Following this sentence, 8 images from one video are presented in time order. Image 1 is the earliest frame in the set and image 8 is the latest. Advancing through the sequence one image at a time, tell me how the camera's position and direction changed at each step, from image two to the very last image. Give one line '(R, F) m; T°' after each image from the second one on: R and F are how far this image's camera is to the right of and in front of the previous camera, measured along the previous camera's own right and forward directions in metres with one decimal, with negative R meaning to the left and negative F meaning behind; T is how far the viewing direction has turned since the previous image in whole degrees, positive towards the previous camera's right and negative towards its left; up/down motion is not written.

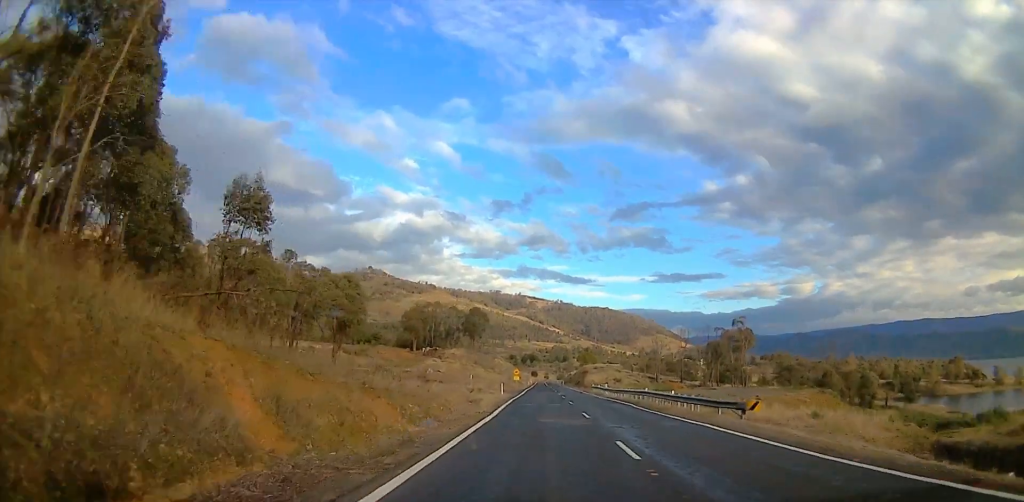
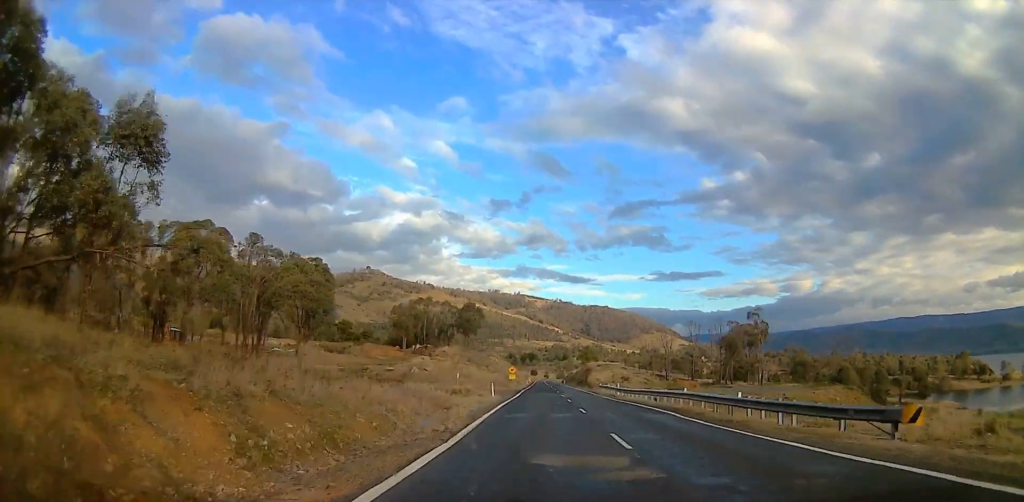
(0.0, +11.1) m; 0°
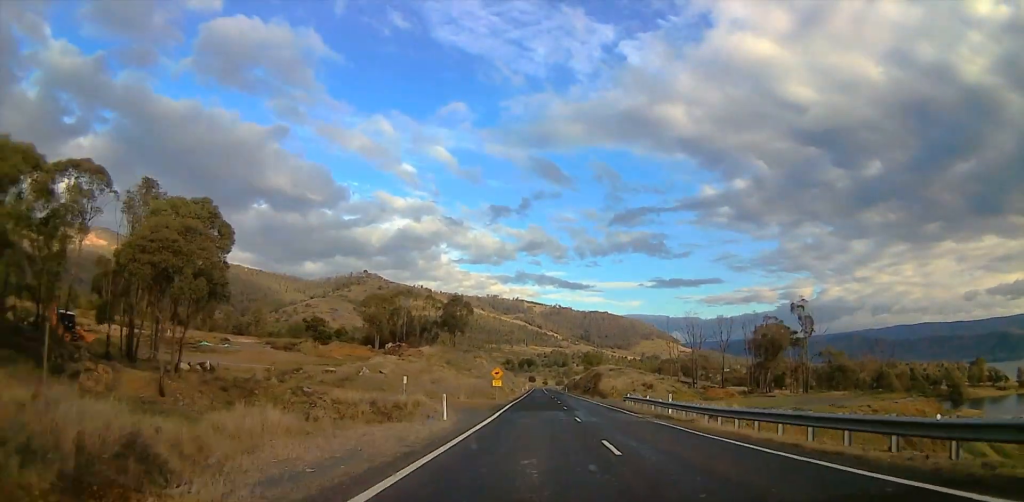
(0.0, +23.1) m; 0°
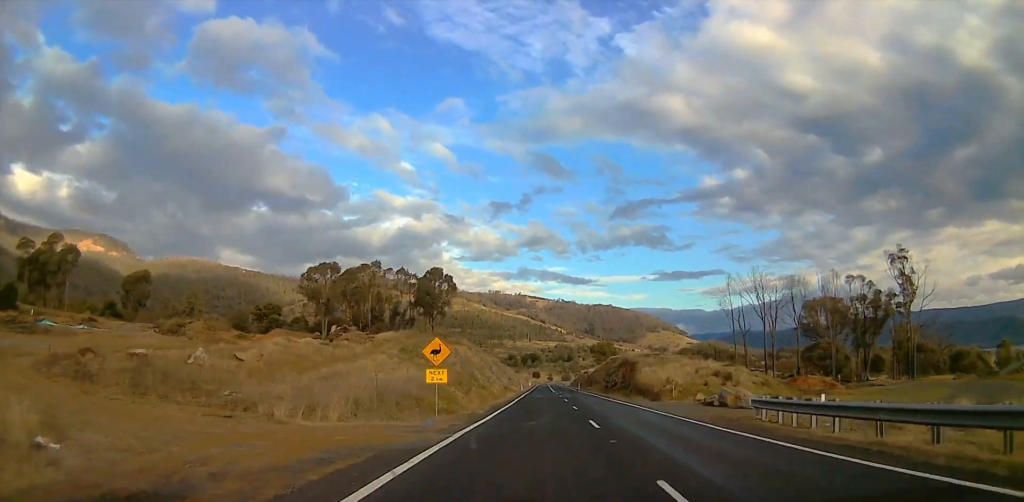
(0.0, +32.1) m; 0°
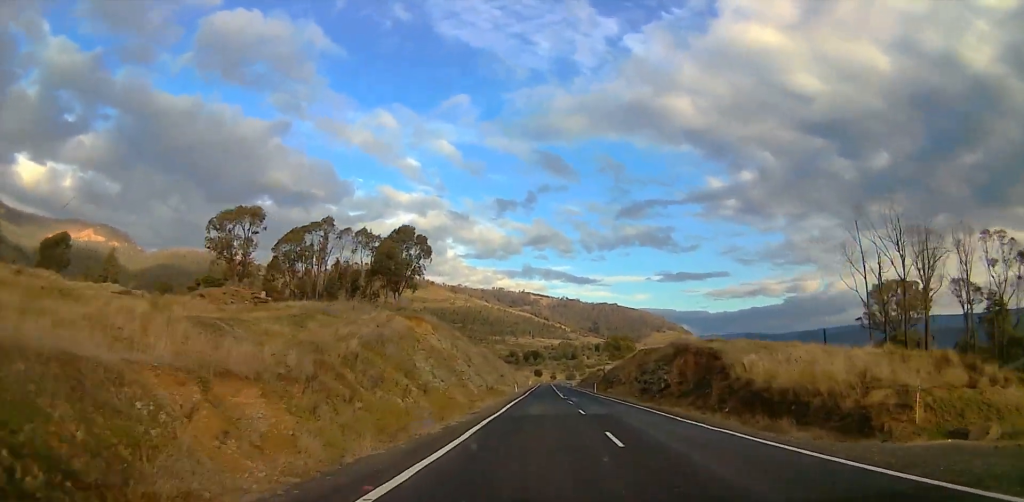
(0.0, +28.1) m; 0°
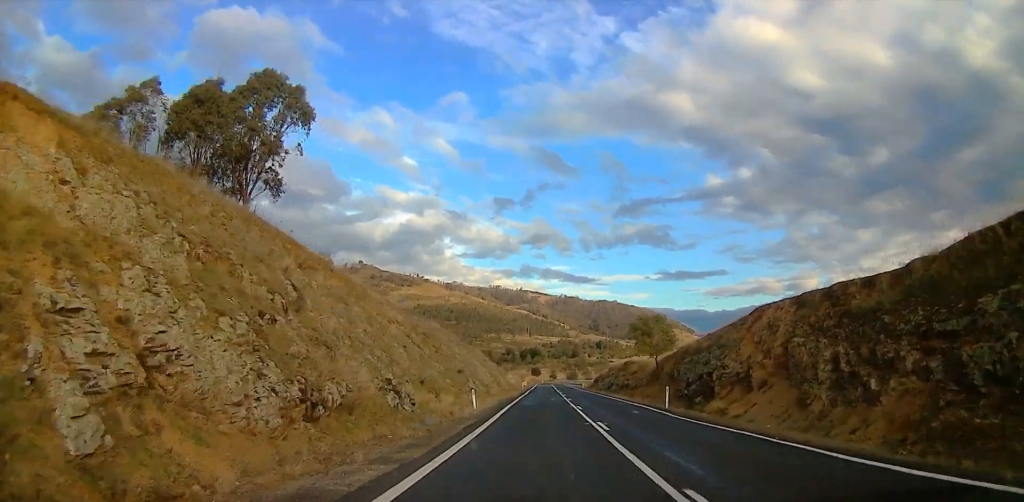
(0.0, +44.1) m; 0°
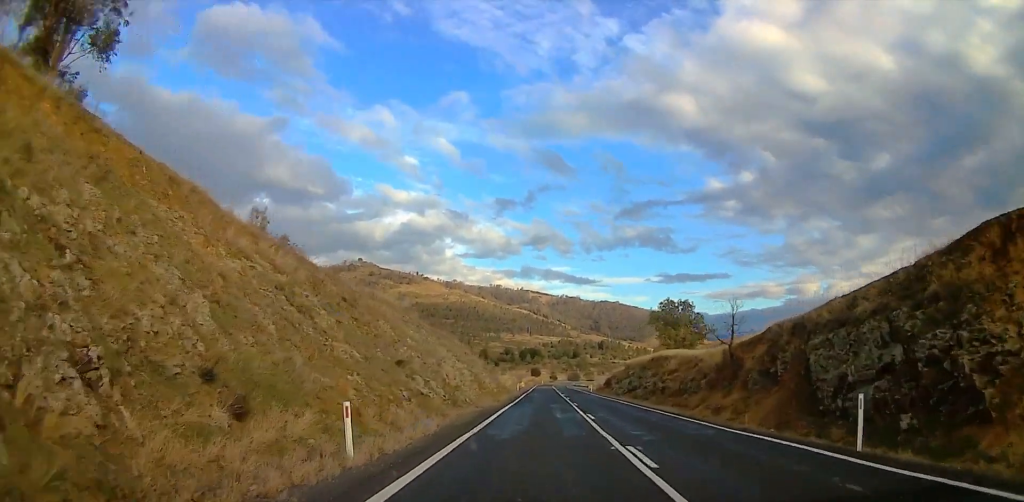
(0.0, +19.0) m; 0°
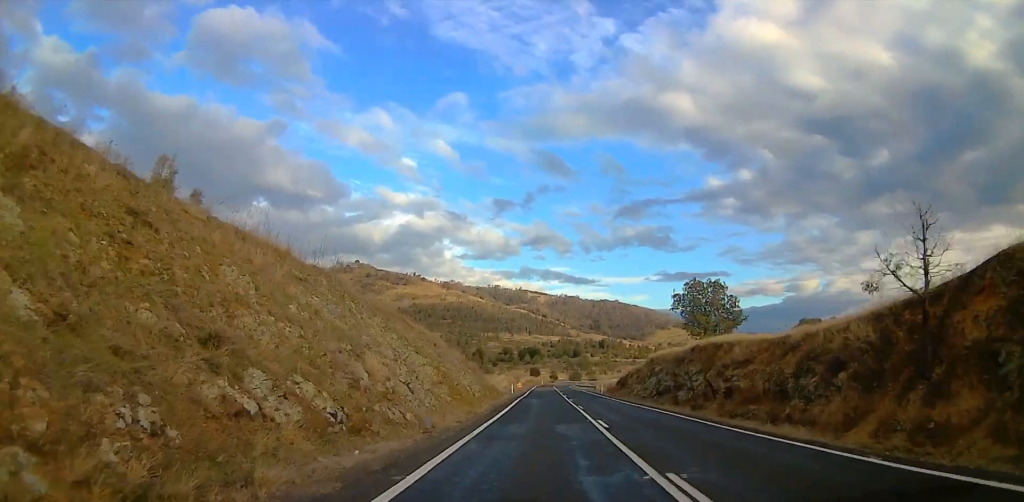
(0.0, +16.0) m; 0°
